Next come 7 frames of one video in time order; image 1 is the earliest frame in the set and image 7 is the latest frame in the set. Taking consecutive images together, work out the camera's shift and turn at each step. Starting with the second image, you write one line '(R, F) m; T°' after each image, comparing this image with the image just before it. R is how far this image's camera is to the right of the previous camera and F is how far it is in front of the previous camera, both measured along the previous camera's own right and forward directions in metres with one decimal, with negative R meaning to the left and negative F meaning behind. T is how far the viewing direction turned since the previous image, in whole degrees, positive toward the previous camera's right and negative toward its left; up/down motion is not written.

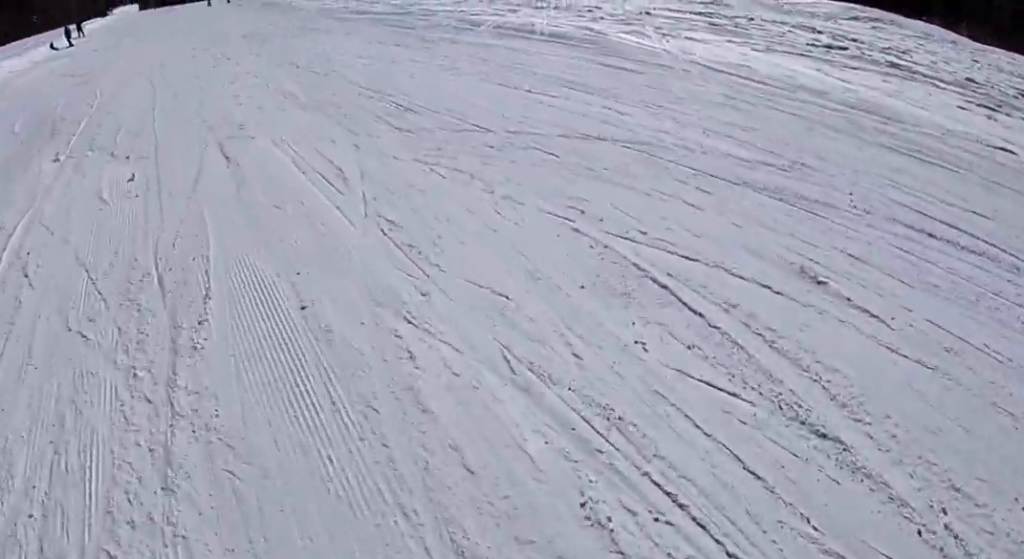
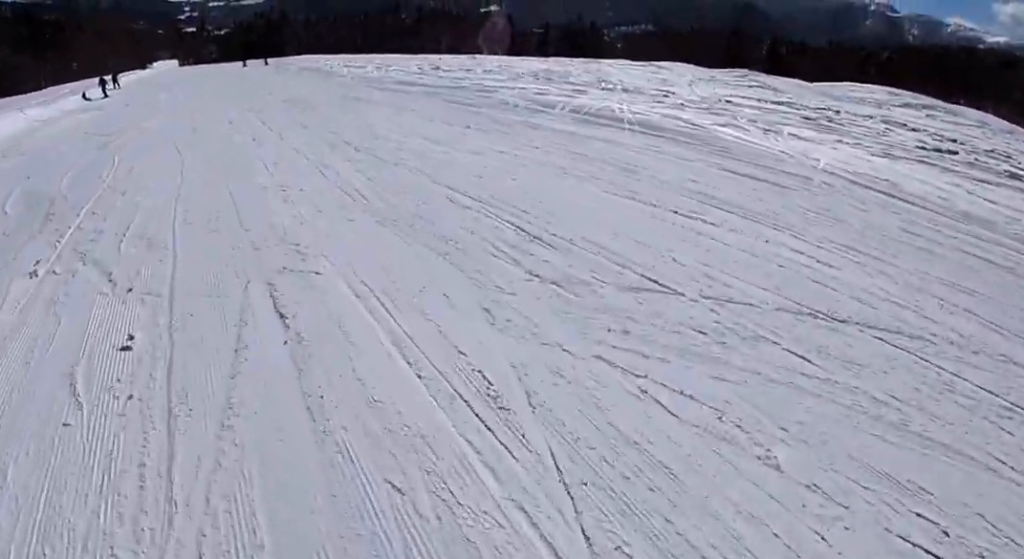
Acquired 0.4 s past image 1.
(0.0, +2.9) m; +3°
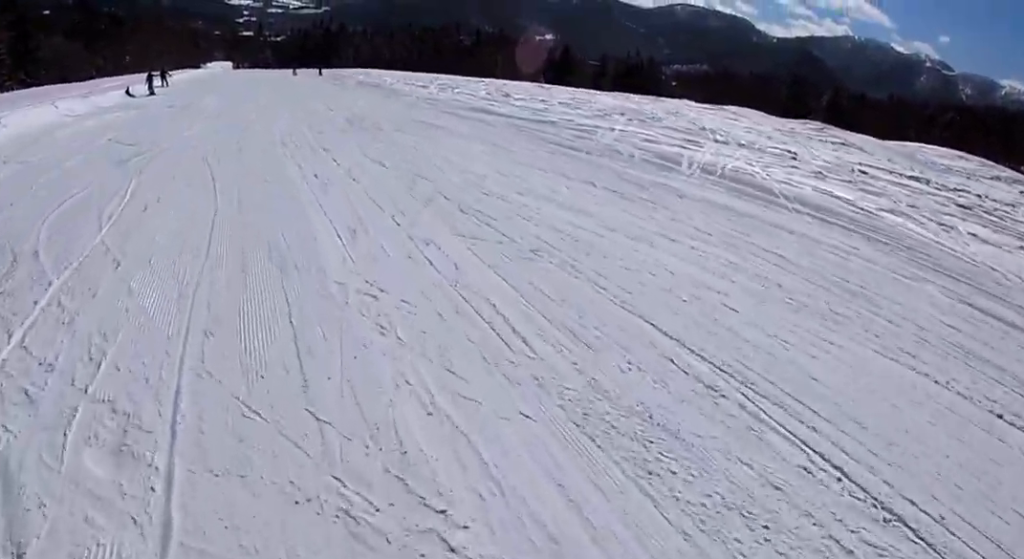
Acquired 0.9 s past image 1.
(-0.2, +3.6) m; +3°
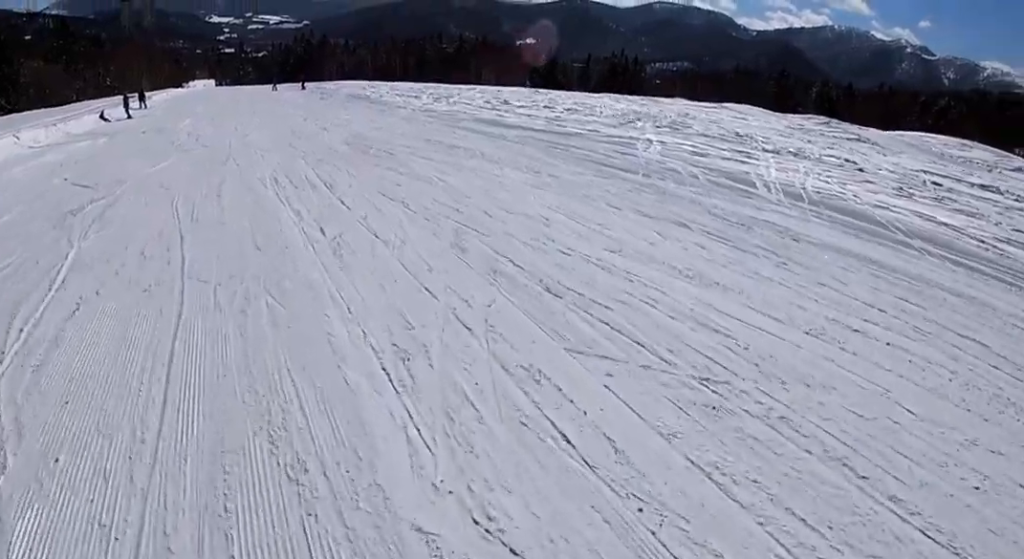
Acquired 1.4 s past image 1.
(+0.4, +2.9) m; 0°
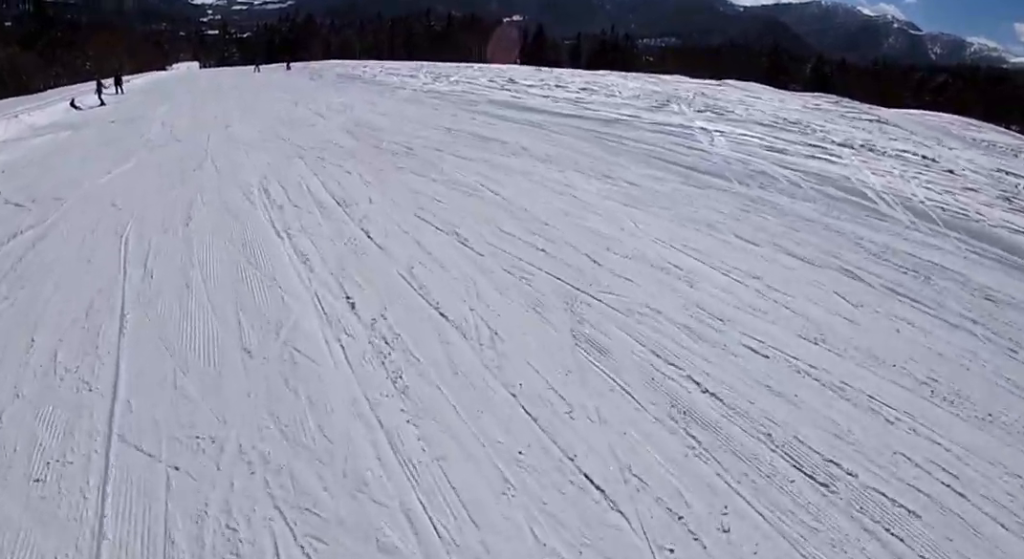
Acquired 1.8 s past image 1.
(+0.4, +2.9) m; 0°
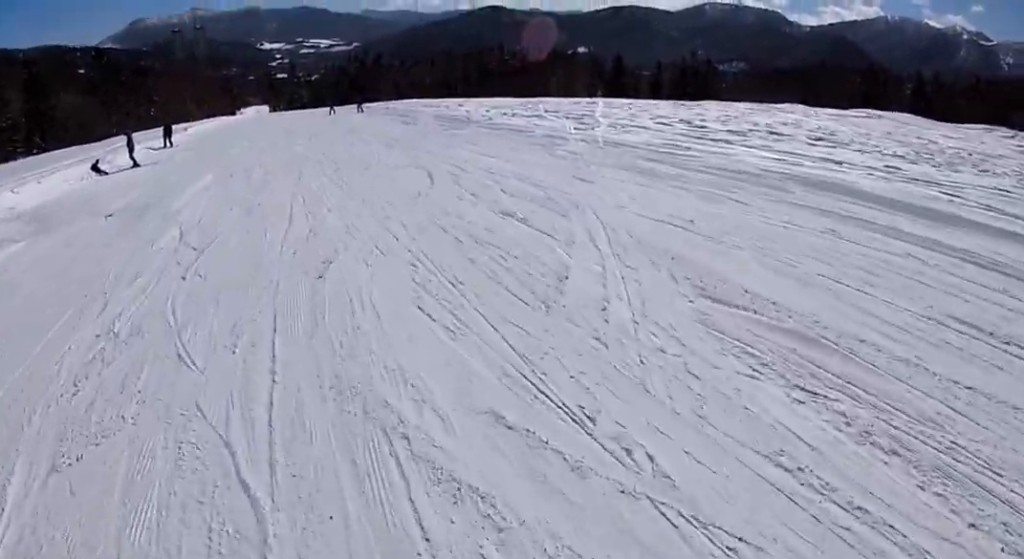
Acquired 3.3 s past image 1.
(-1.1, +10.6) m; -6°
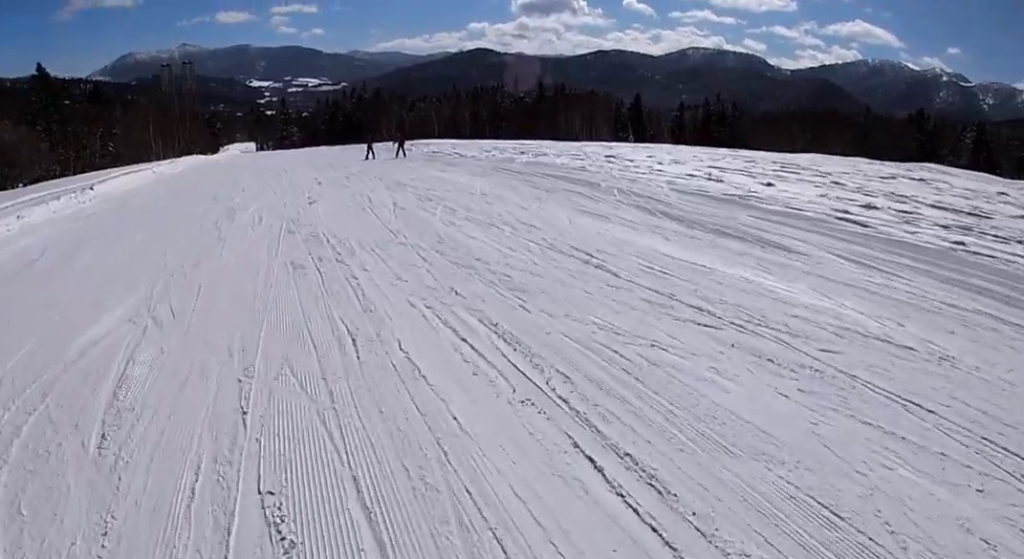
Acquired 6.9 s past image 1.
(-0.1, +26.6) m; +5°
